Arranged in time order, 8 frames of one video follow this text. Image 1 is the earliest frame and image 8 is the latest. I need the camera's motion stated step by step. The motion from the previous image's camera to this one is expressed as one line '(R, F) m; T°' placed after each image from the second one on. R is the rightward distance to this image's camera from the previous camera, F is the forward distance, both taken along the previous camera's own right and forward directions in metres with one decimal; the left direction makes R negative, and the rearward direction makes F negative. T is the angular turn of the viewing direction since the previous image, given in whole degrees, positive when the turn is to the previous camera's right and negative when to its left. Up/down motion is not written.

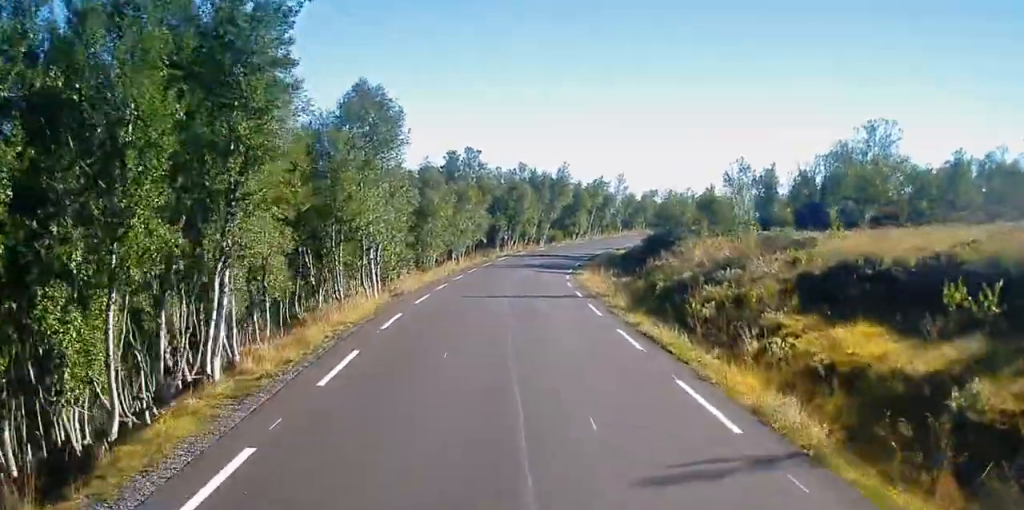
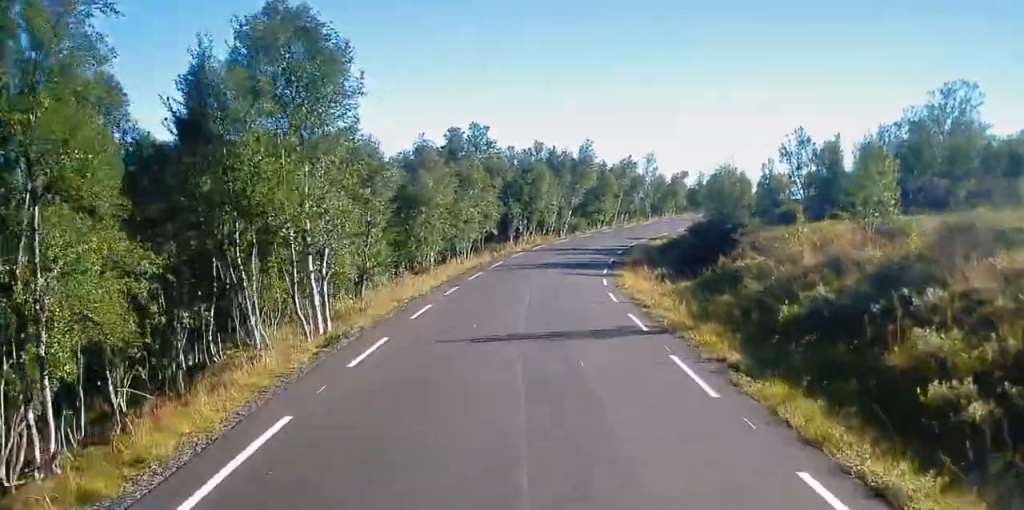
(-1.2, +10.2) m; -13°
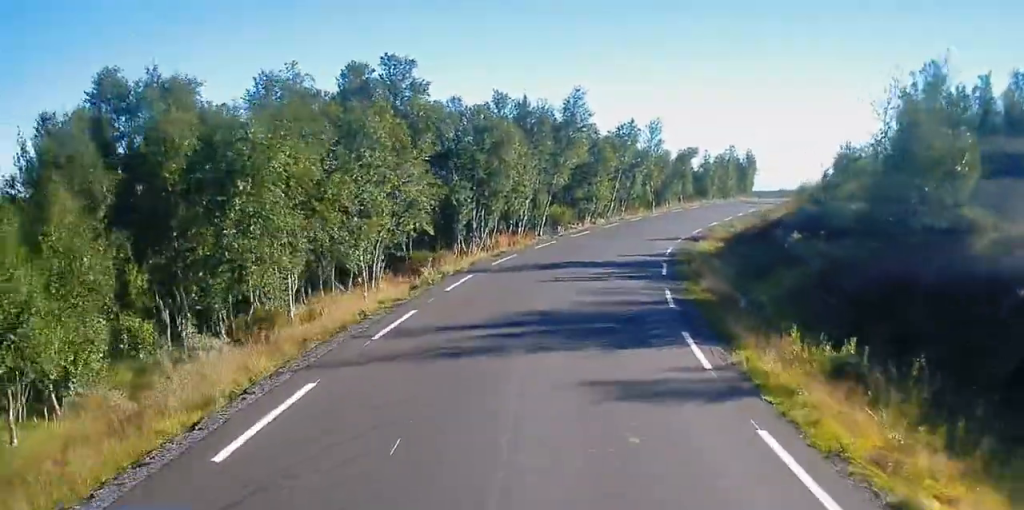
(+3.0, +21.5) m; +22°
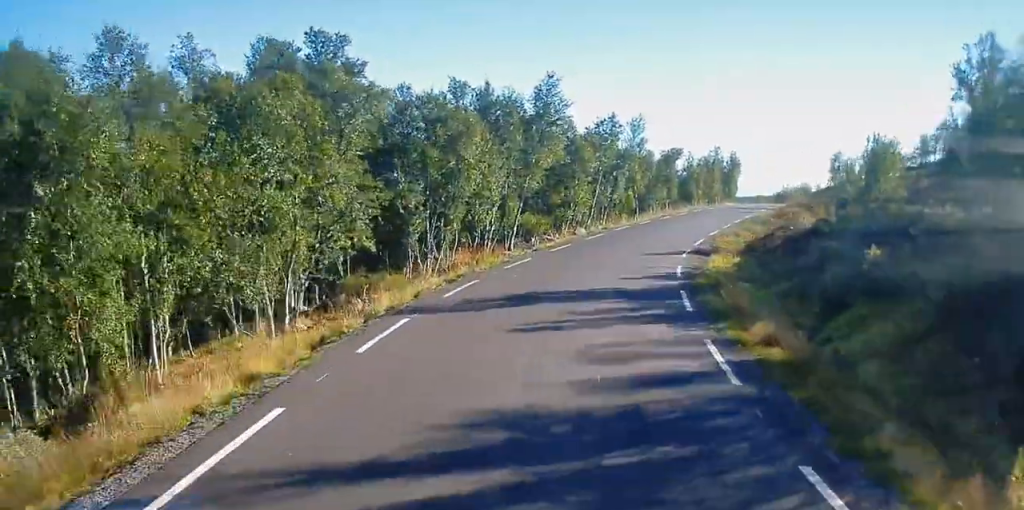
(+0.2, +7.5) m; +1°
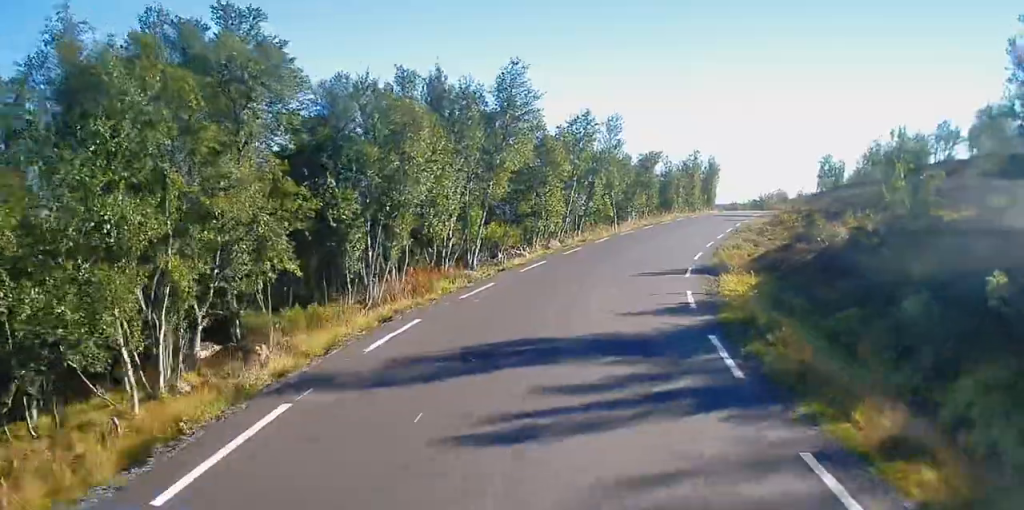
(-0.1, +5.8) m; -1°
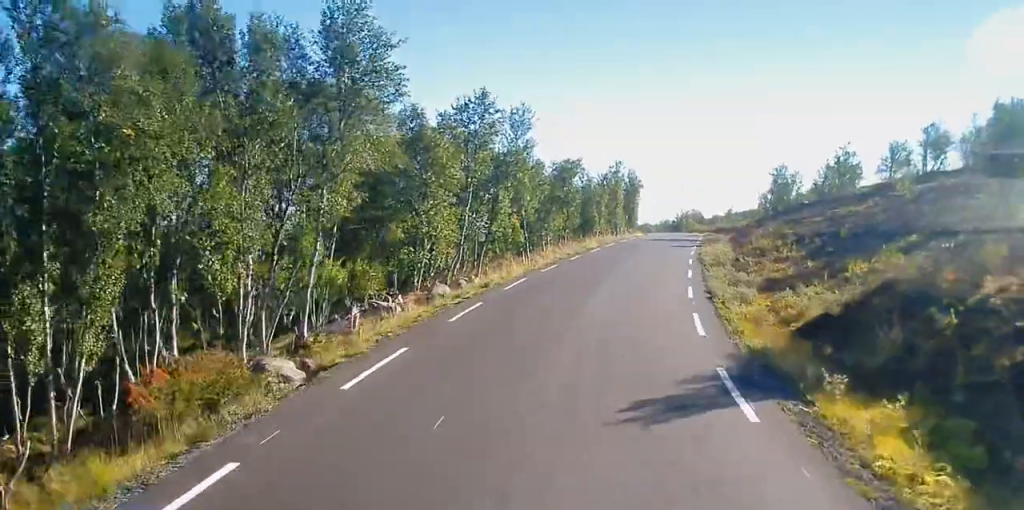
(0.0, +13.6) m; +2°
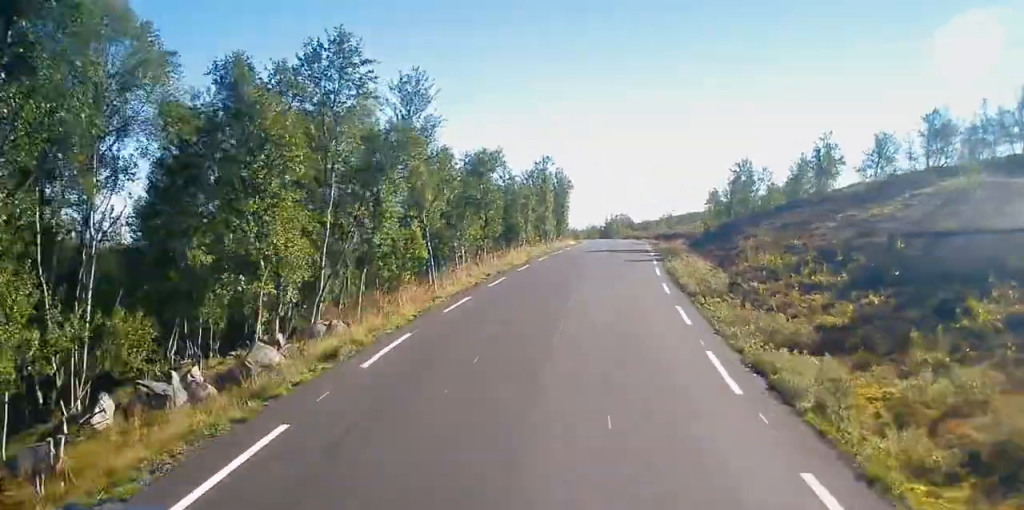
(+0.3, +10.6) m; +4°
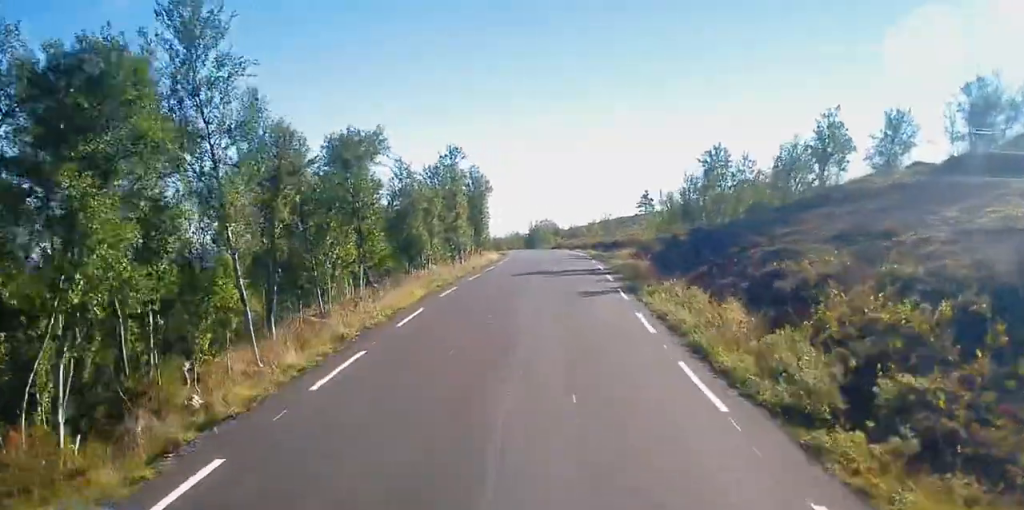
(+0.5, +12.3) m; +8°
